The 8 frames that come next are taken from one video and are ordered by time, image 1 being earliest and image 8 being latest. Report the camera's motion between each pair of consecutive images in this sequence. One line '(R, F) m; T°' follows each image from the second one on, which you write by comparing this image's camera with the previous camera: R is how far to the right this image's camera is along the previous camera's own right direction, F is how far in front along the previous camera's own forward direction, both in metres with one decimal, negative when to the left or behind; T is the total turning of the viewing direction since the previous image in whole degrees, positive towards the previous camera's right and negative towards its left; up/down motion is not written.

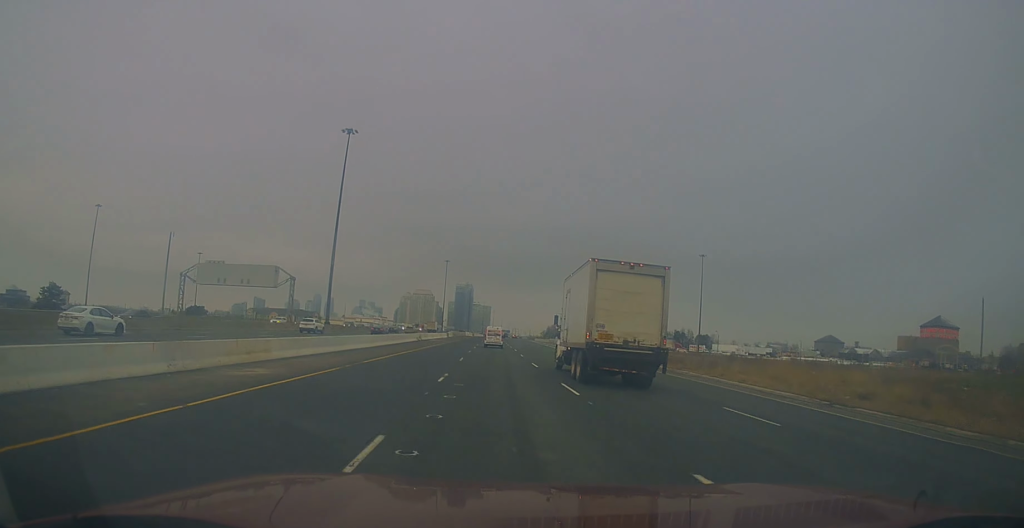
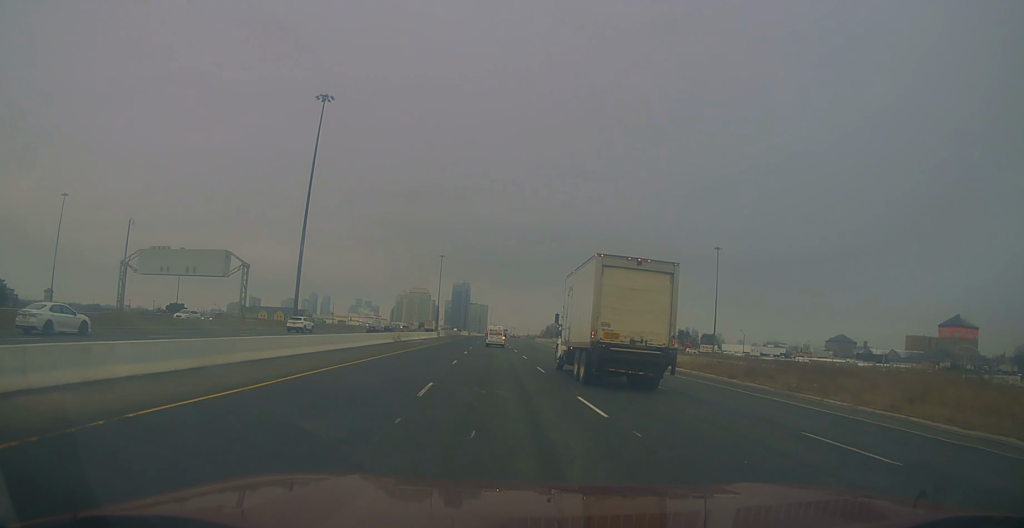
(+0.5, +16.2) m; +1°
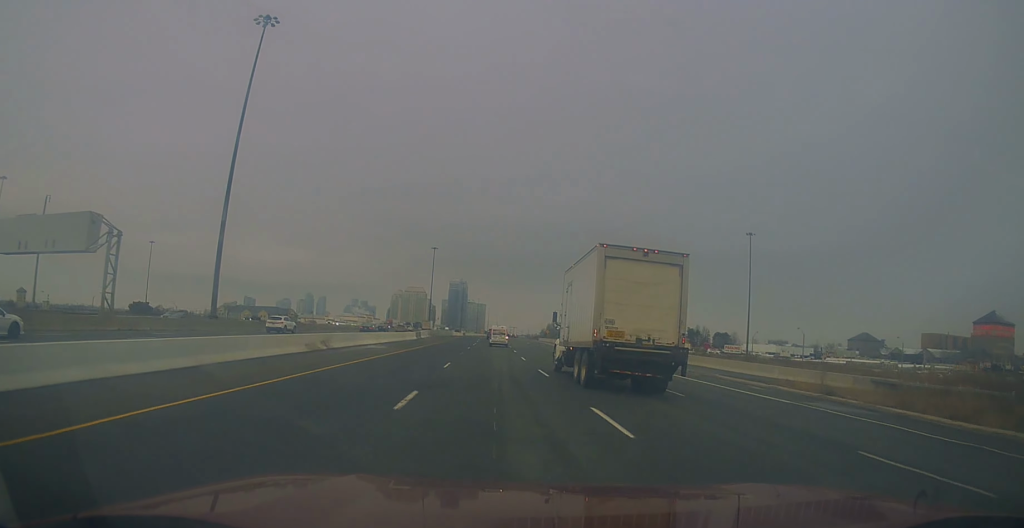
(-0.4, +26.4) m; 0°
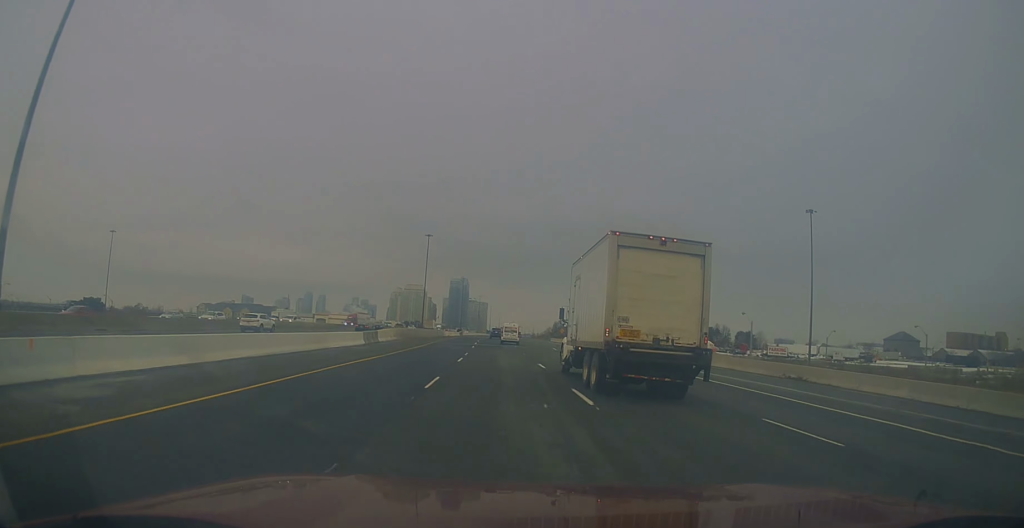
(+0.4, +32.6) m; 0°
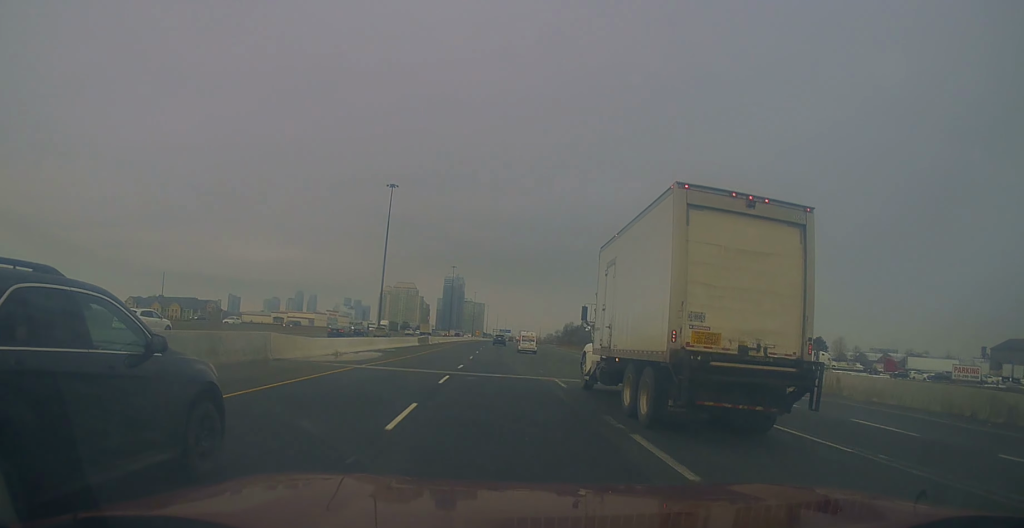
(-0.1, +81.5) m; 0°
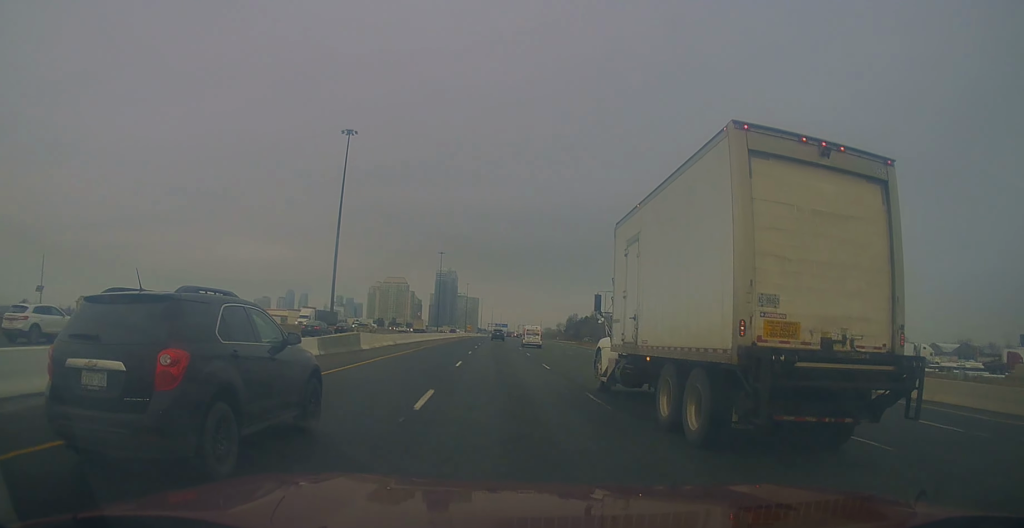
(+0.4, +38.8) m; +1°
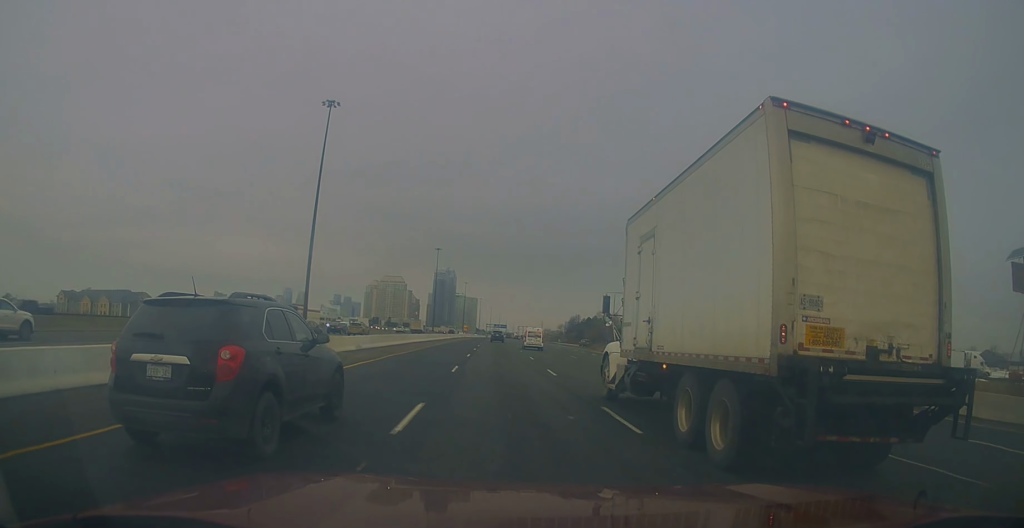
(+0.1, +14.4) m; 0°
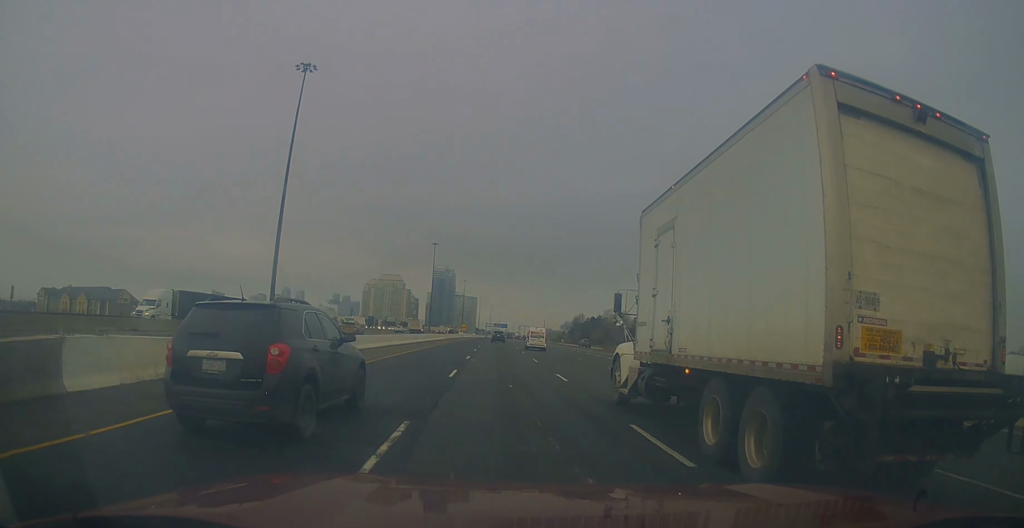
(0.0, +14.4) m; 0°
